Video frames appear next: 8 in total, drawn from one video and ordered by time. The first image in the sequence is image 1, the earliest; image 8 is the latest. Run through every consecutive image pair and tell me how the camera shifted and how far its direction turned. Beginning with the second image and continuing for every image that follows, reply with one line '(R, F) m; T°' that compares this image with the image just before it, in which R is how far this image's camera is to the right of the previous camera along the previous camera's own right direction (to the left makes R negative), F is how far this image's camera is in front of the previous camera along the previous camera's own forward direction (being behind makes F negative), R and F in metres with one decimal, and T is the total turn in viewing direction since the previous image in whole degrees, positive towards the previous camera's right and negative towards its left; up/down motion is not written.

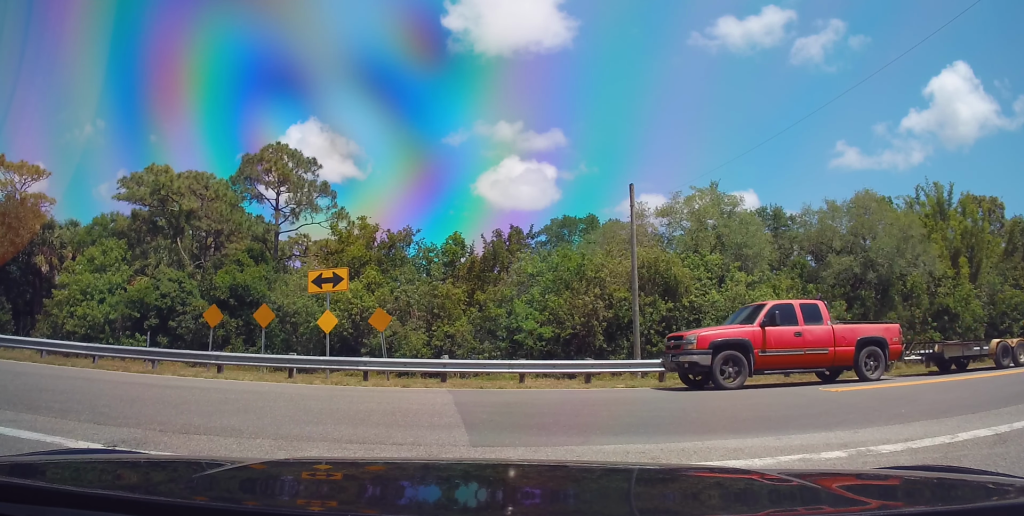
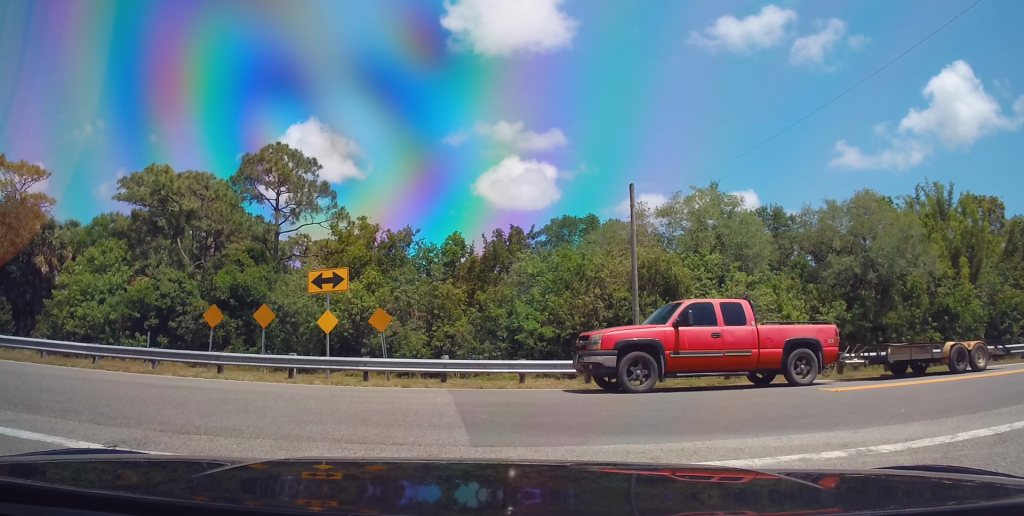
(0.0, 0.0) m; 0°
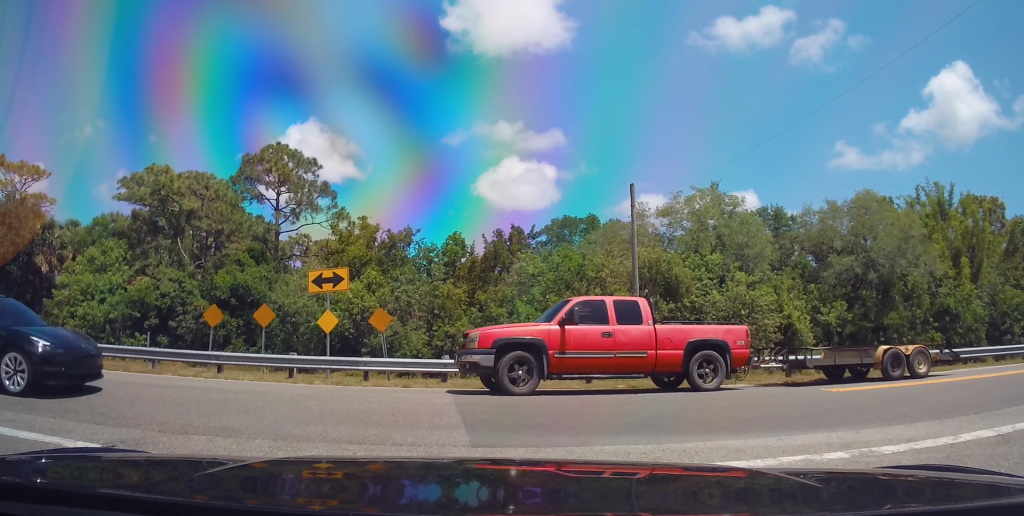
(0.0, 0.0) m; 0°
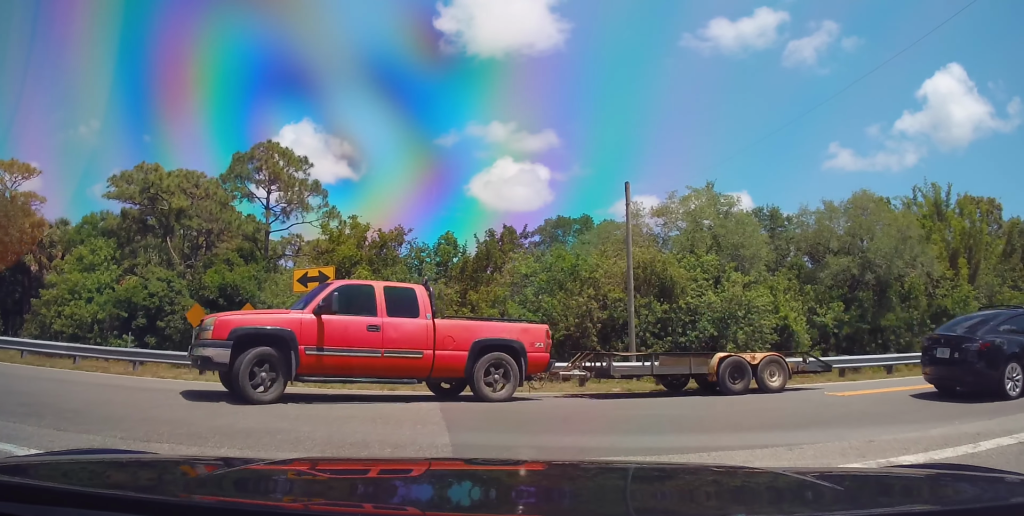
(0.0, 0.0) m; 0°
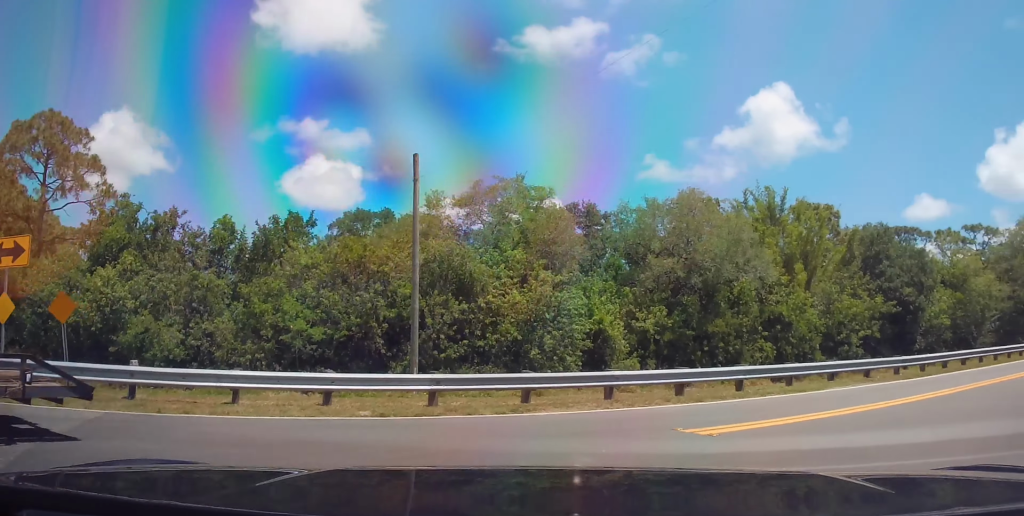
(0.0, +1.6) m; +10°
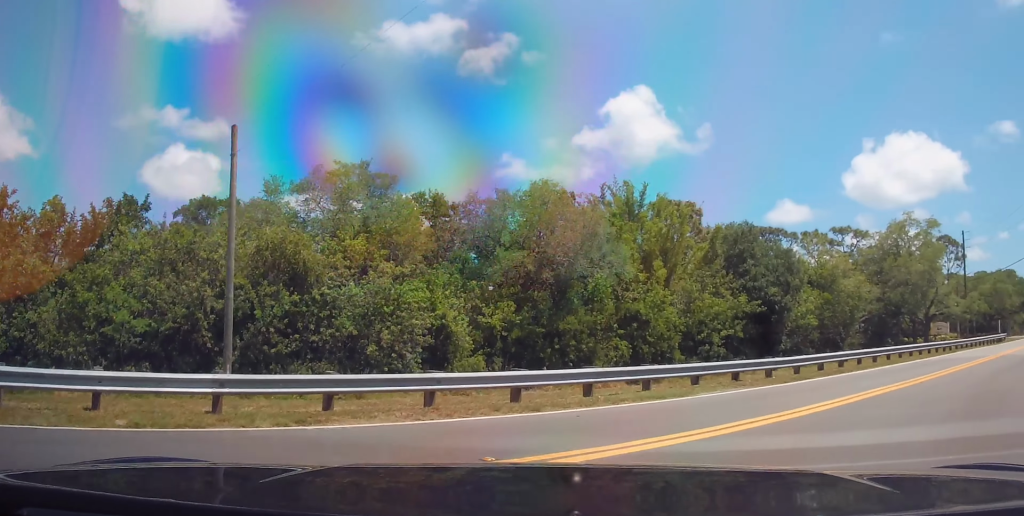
(+0.1, +1.5) m; +8°
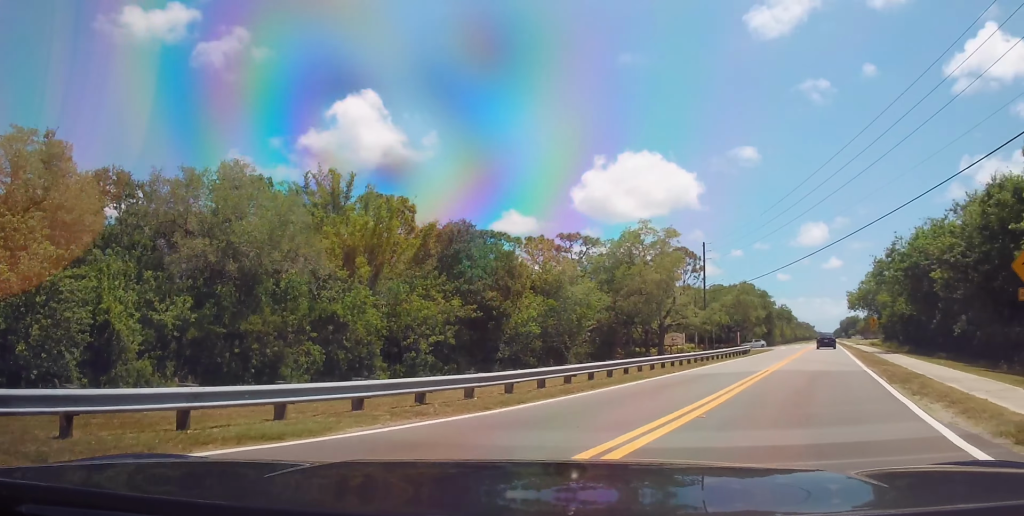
(+0.5, +4.0) m; +15°
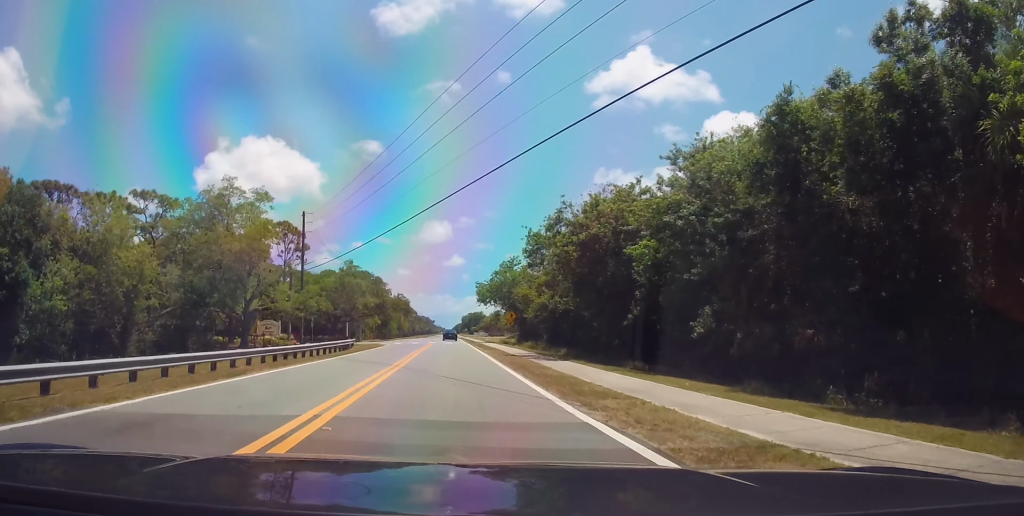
(+3.4, +12.2) m; +23°
